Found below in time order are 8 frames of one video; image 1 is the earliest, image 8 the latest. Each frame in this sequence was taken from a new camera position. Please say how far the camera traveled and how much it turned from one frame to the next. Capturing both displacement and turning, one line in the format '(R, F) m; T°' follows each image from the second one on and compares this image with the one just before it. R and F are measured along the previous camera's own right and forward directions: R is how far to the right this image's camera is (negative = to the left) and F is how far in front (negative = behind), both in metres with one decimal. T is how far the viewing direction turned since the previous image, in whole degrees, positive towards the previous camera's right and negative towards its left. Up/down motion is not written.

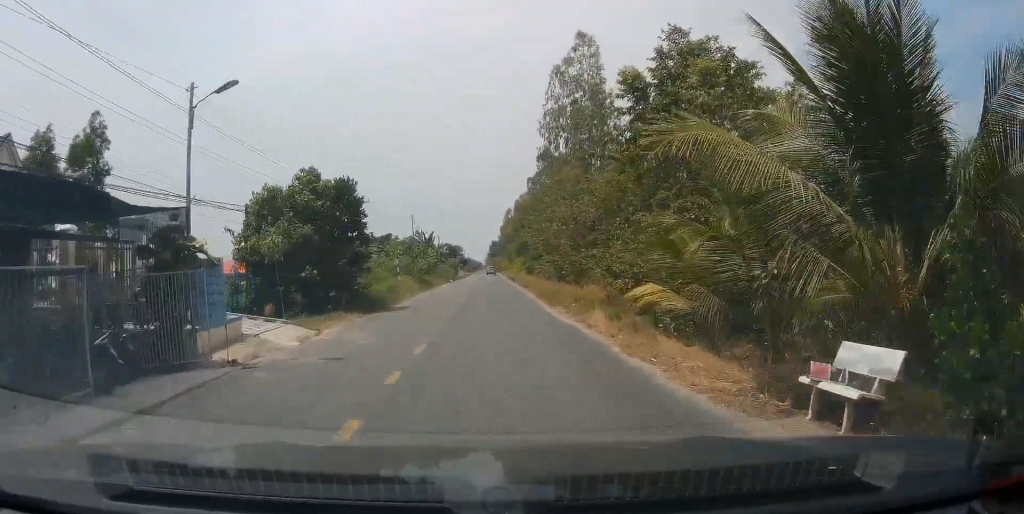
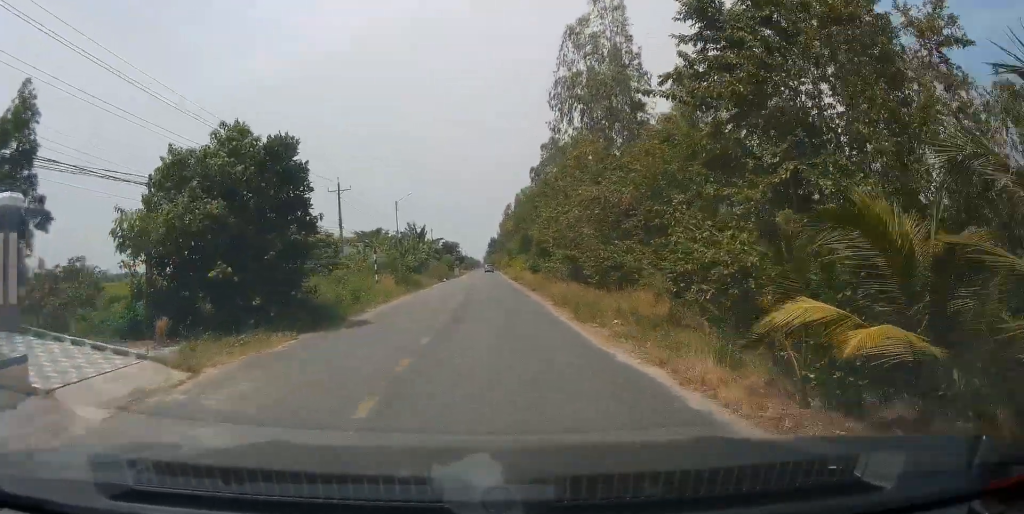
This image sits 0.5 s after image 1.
(-0.1, +8.3) m; 0°
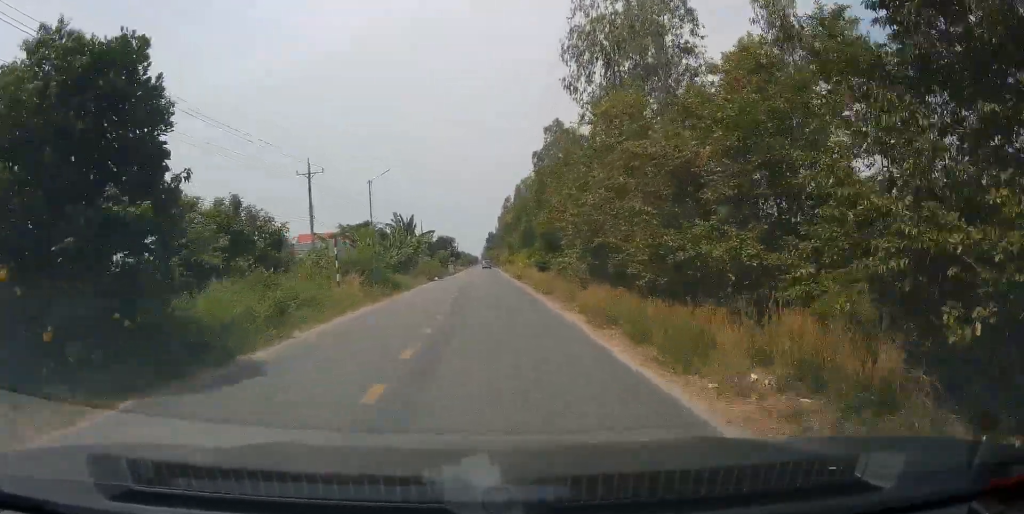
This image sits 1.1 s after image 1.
(-0.2, +8.6) m; 0°
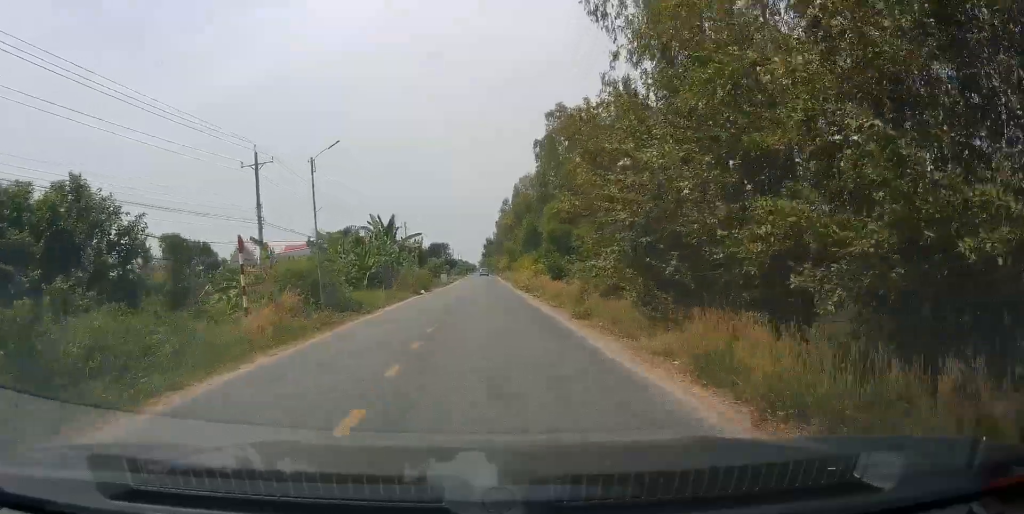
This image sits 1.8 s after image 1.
(+0.2, +10.3) m; +2°
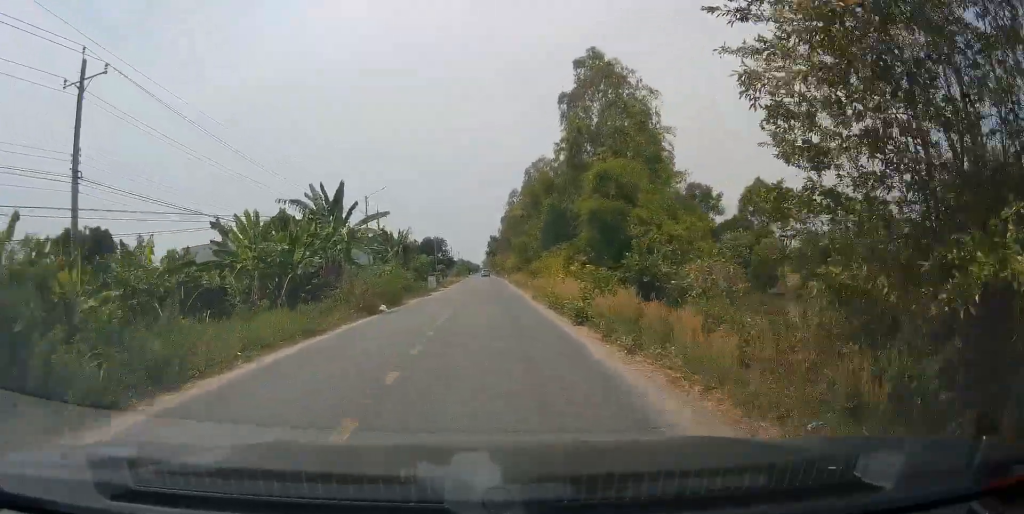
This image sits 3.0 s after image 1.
(+0.5, +18.5) m; +1°
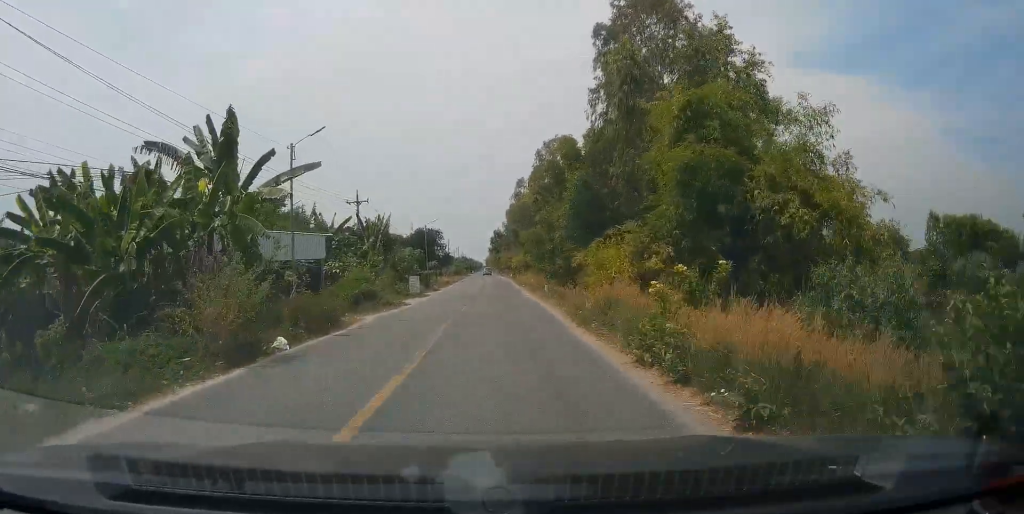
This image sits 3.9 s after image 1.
(-0.2, +13.9) m; -1°
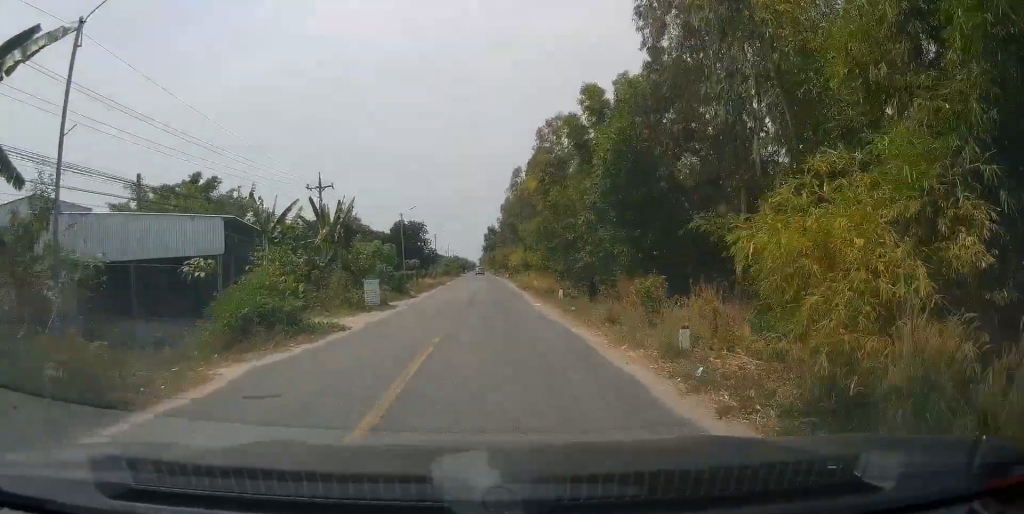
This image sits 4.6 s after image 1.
(-0.1, +12.1) m; 0°
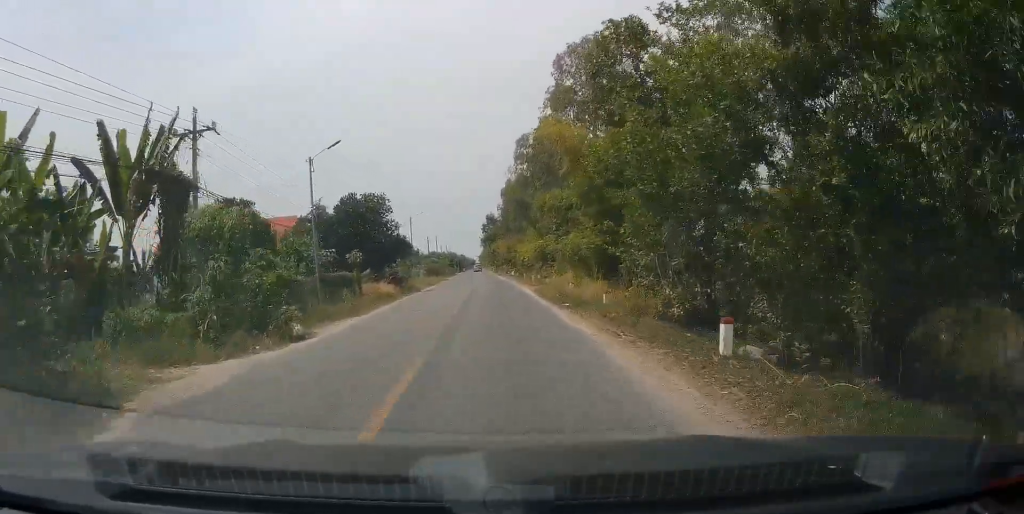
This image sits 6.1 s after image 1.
(+0.5, +22.1) m; +1°
